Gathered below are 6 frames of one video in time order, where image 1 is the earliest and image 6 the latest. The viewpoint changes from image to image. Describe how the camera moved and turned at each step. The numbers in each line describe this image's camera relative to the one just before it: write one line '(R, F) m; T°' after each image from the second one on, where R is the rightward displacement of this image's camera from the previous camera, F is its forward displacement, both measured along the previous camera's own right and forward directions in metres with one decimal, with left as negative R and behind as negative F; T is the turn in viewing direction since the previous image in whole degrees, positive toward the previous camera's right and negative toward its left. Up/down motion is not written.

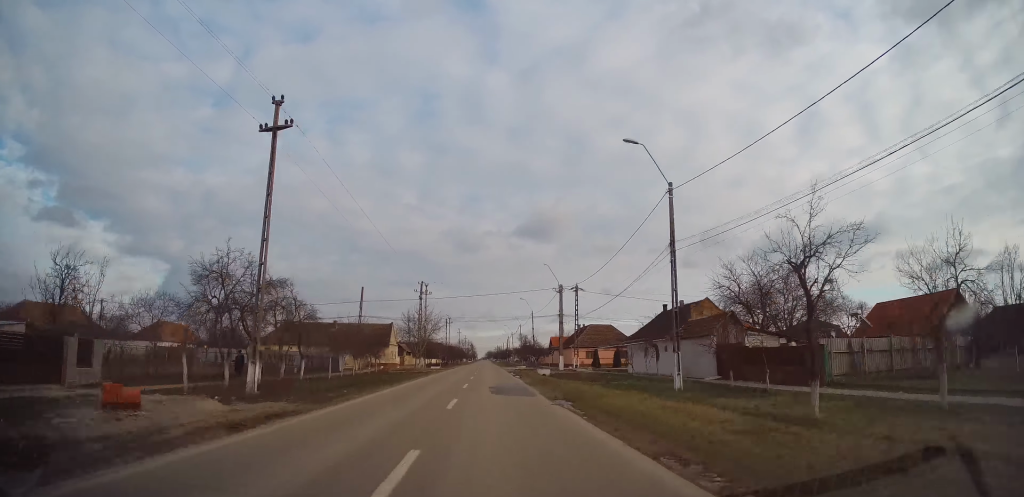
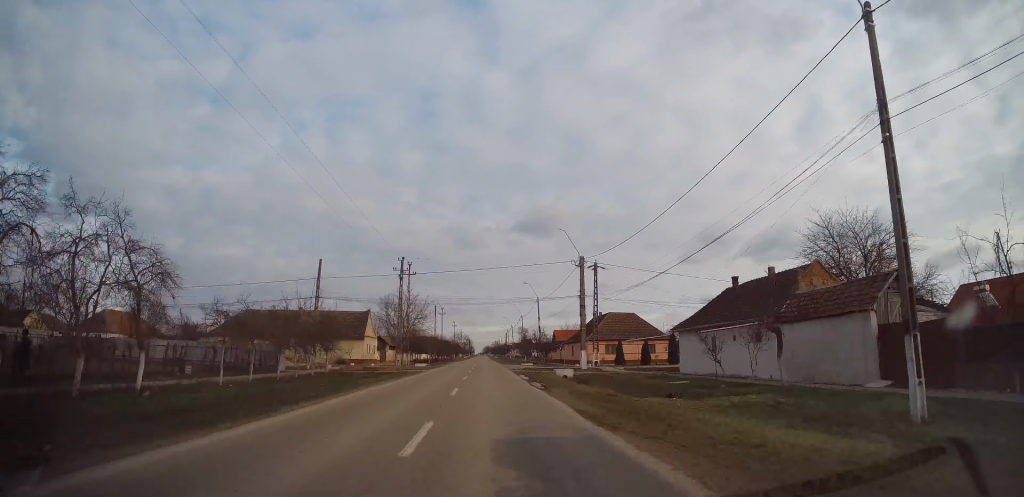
(-0.1, +15.5) m; -1°
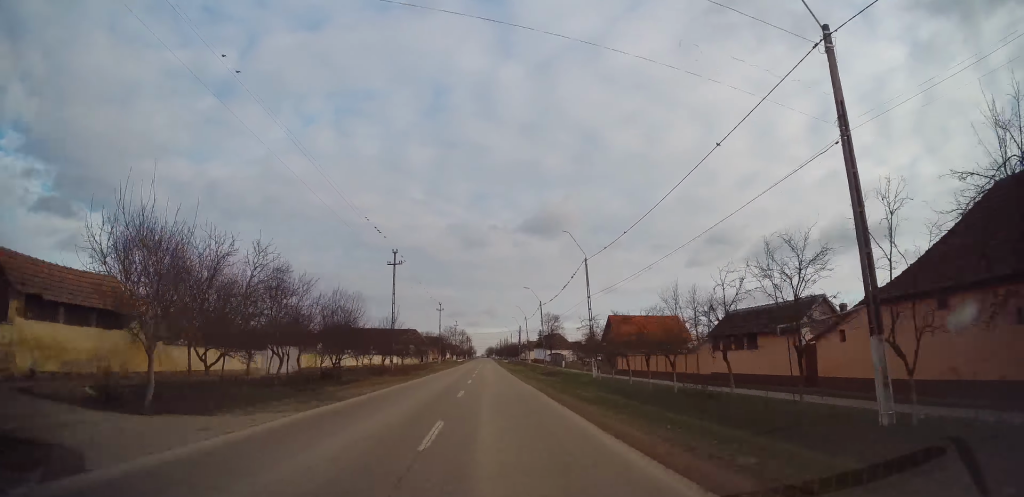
(+0.2, +70.9) m; +1°
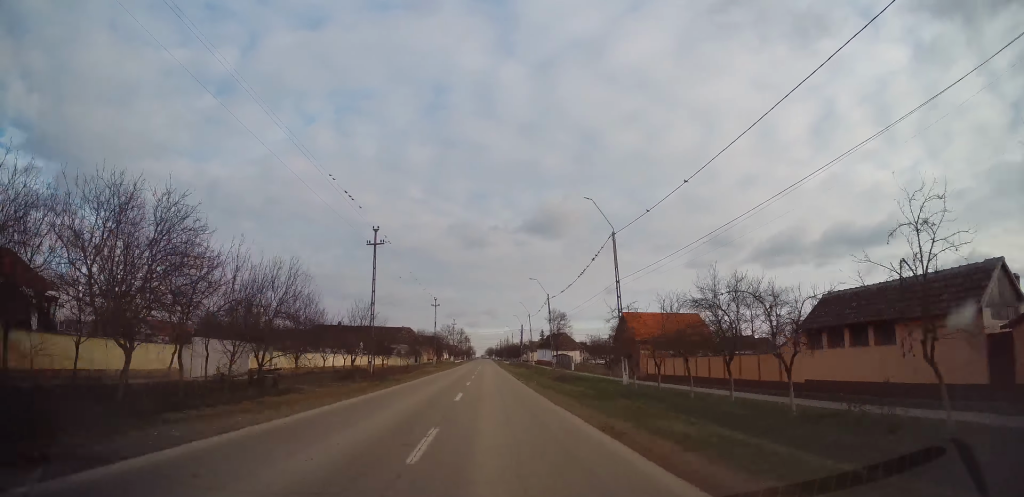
(+0.2, +10.0) m; 0°
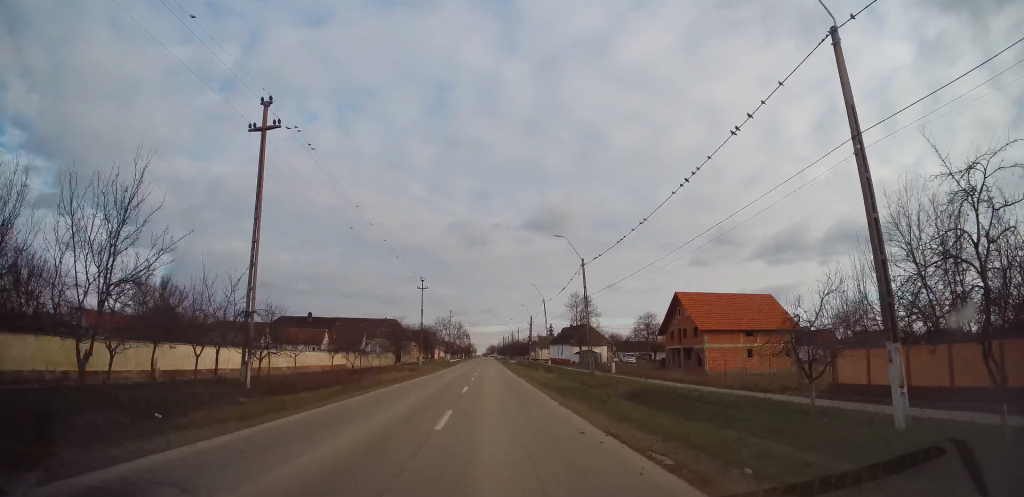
(-0.6, +24.3) m; -1°
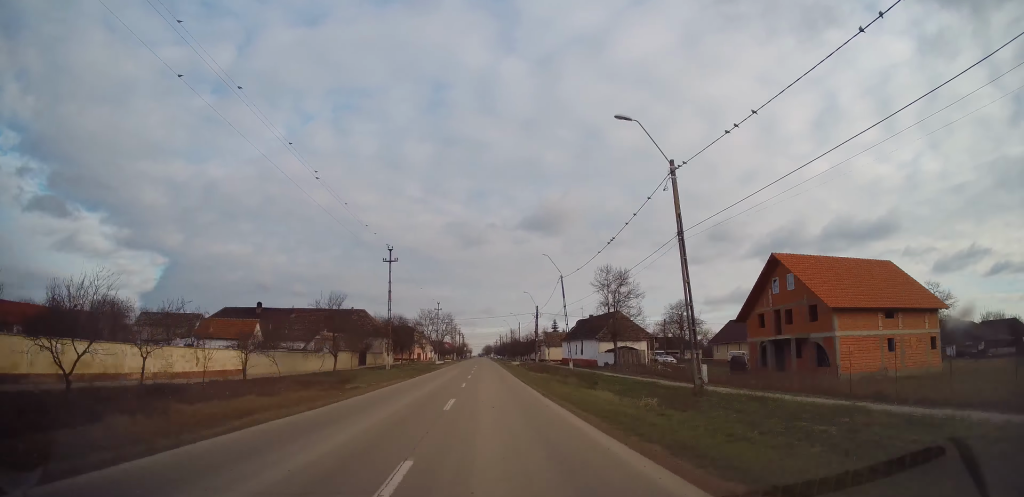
(+0.2, +23.8) m; +1°
